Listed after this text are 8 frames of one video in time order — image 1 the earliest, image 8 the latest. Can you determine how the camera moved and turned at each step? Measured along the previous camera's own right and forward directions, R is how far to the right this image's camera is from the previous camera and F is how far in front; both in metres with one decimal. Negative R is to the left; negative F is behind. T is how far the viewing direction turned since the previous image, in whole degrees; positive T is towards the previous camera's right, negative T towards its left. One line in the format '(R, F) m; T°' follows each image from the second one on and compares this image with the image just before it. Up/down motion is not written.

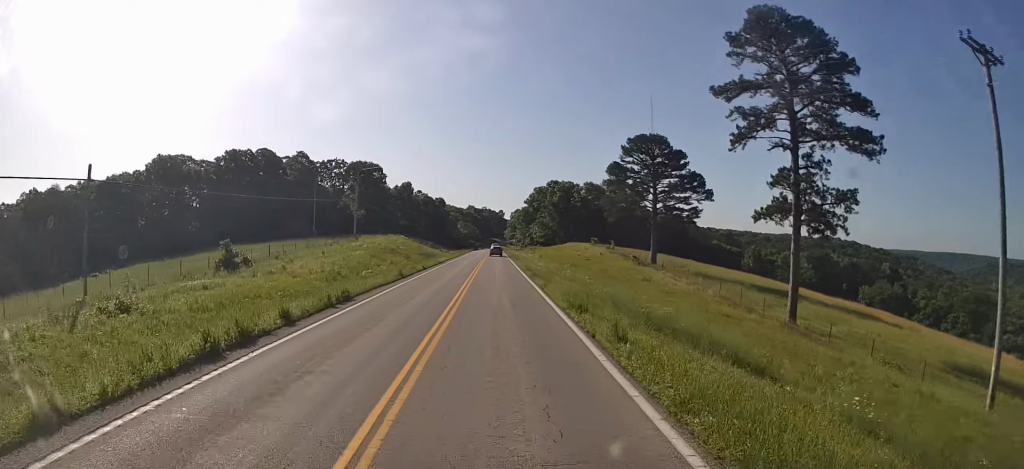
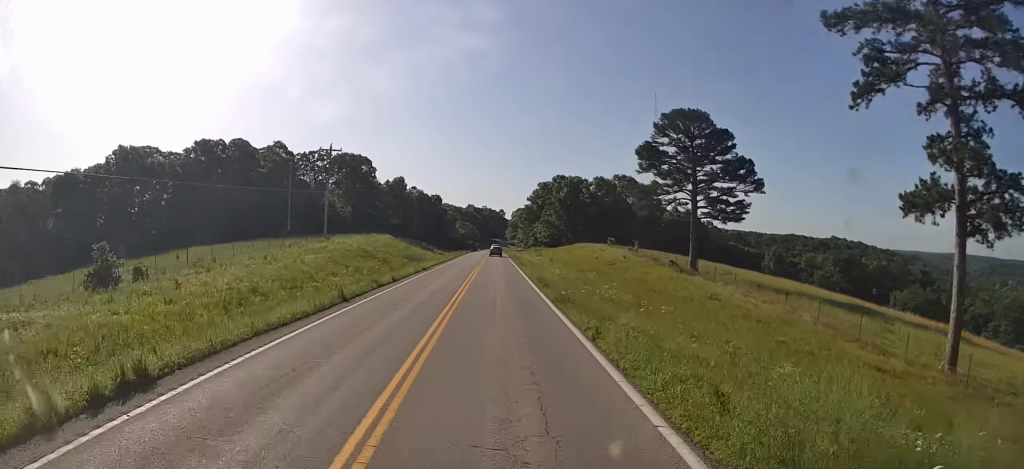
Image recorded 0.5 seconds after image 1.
(0.0, +13.7) m; 0°
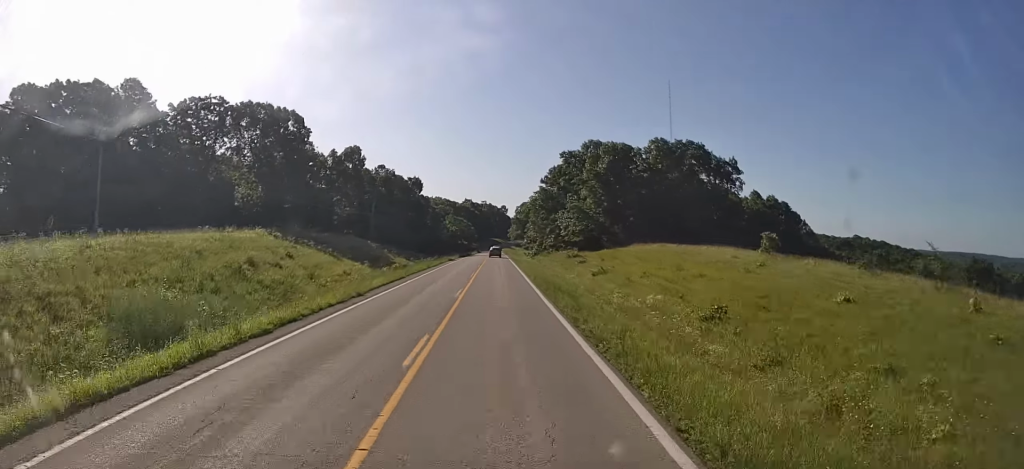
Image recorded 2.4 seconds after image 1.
(0.0, +49.2) m; 0°
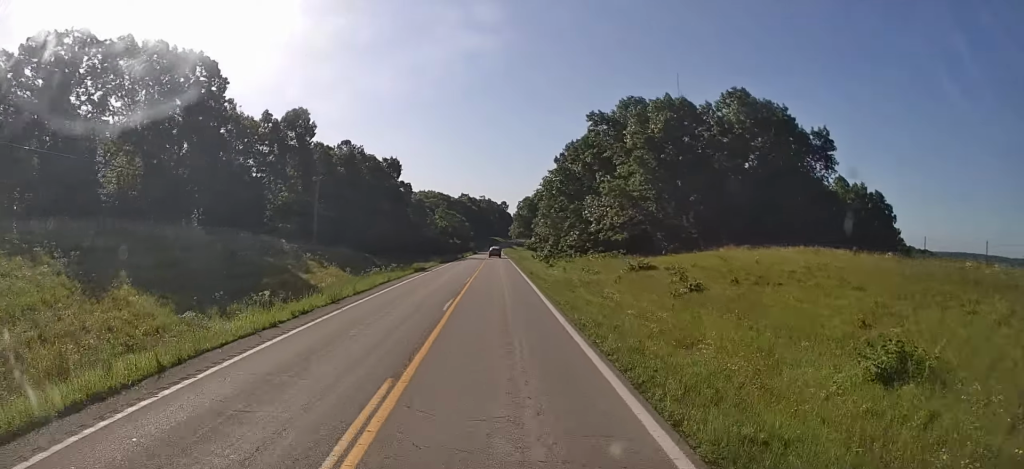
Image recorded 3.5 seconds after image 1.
(0.0, +29.0) m; -1°
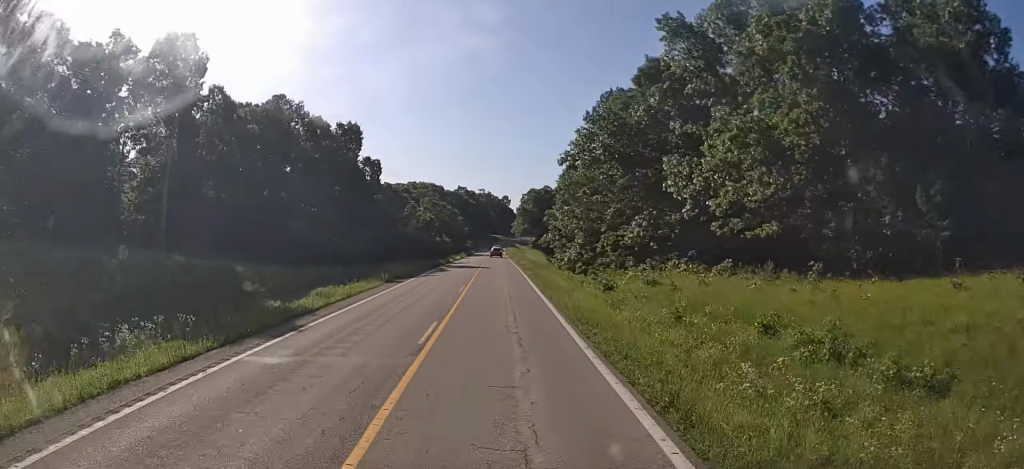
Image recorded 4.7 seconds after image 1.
(-0.4, +30.4) m; 0°
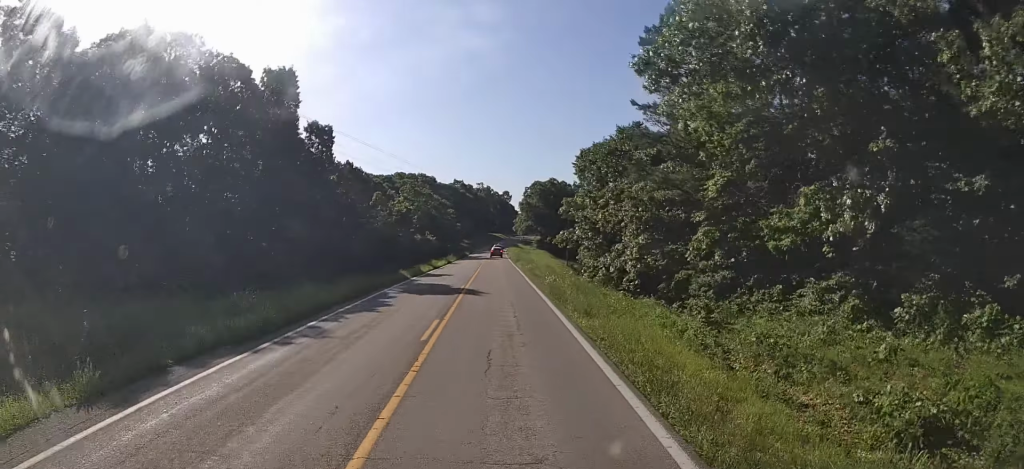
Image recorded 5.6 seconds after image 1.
(+0.3, +24.1) m; +1°
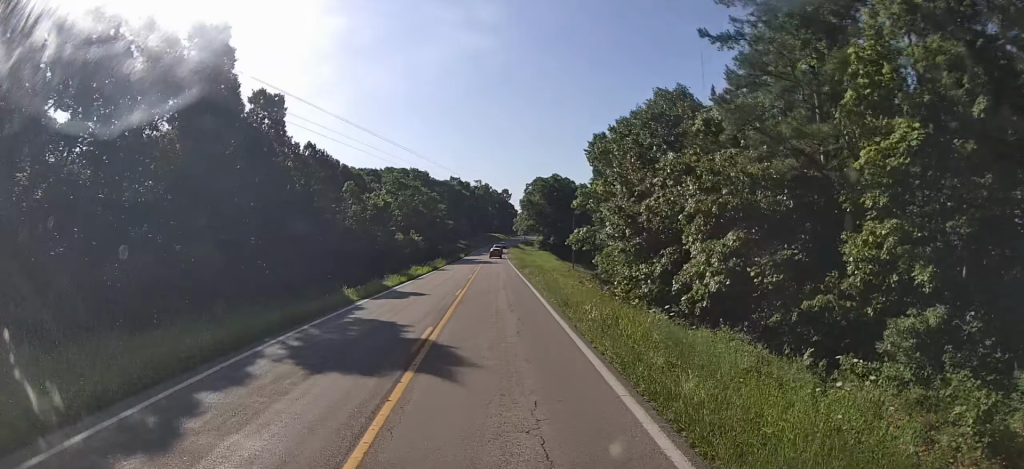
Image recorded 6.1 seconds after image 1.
(0.0, +13.3) m; 0°
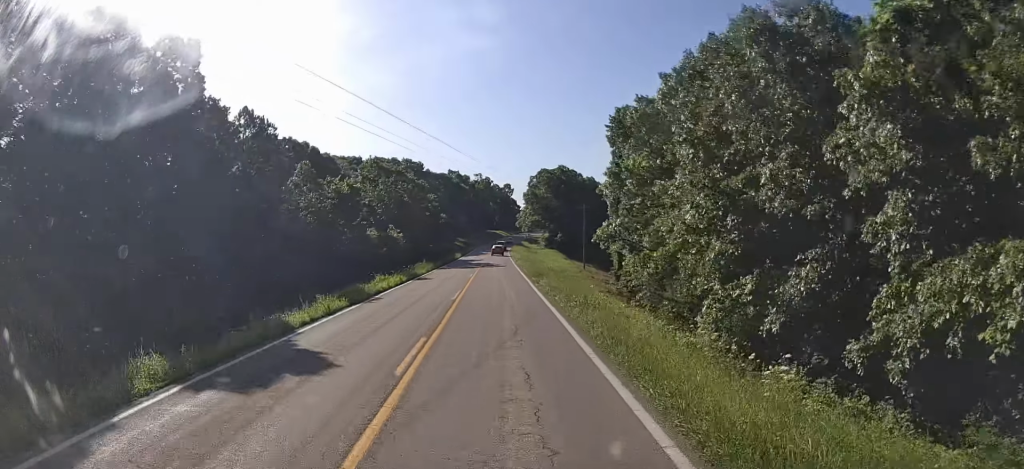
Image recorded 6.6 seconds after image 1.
(0.0, +14.1) m; 0°
